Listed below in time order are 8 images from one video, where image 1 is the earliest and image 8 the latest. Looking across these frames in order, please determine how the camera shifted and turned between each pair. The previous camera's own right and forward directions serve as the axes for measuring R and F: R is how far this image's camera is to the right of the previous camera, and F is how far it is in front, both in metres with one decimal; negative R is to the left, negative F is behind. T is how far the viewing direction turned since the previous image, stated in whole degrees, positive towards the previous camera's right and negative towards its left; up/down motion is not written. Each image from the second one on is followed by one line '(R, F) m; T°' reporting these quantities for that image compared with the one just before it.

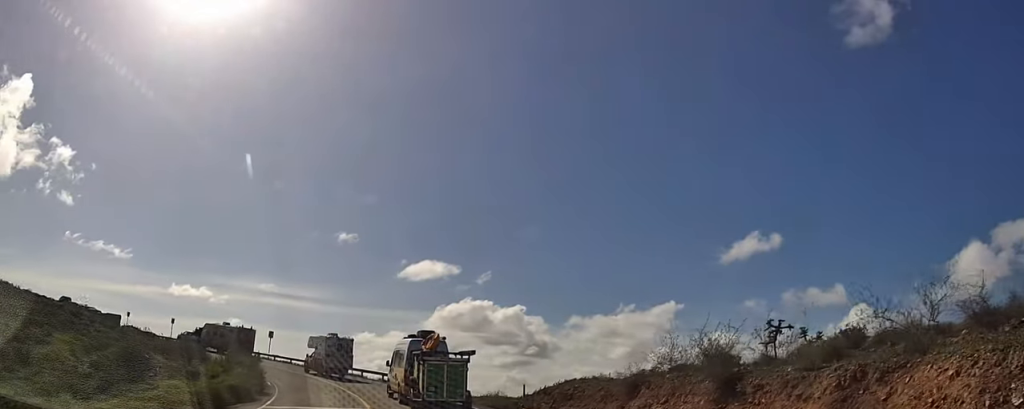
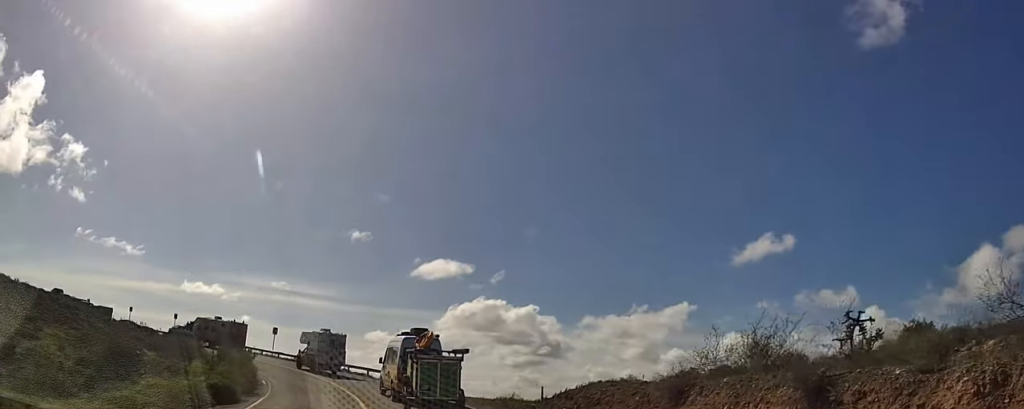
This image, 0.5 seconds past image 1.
(0.0, +3.0) m; 0°
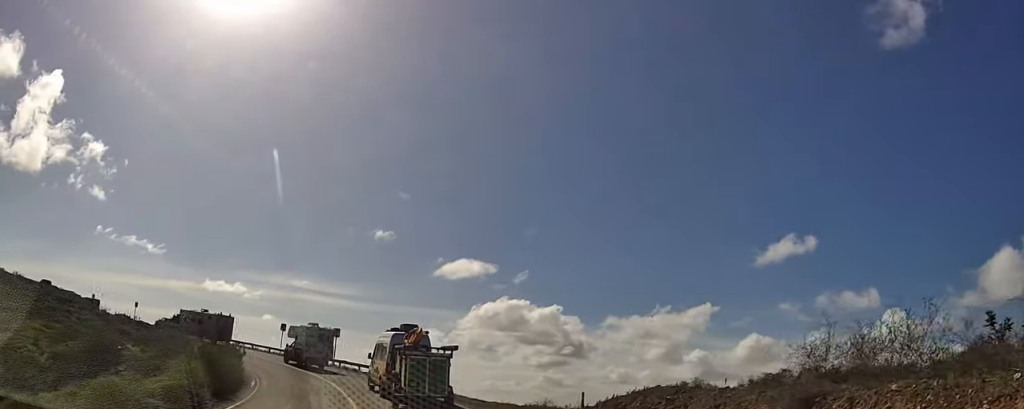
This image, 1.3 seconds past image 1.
(0.0, +4.8) m; 0°
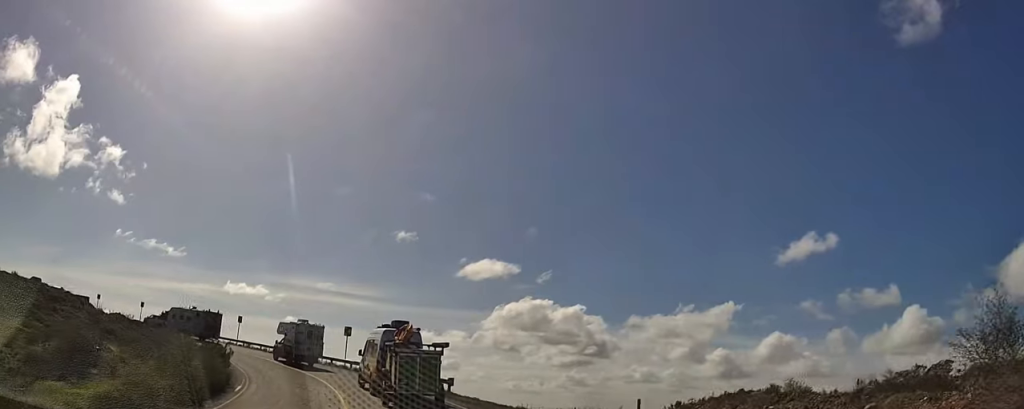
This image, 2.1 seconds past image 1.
(0.0, +4.4) m; 0°
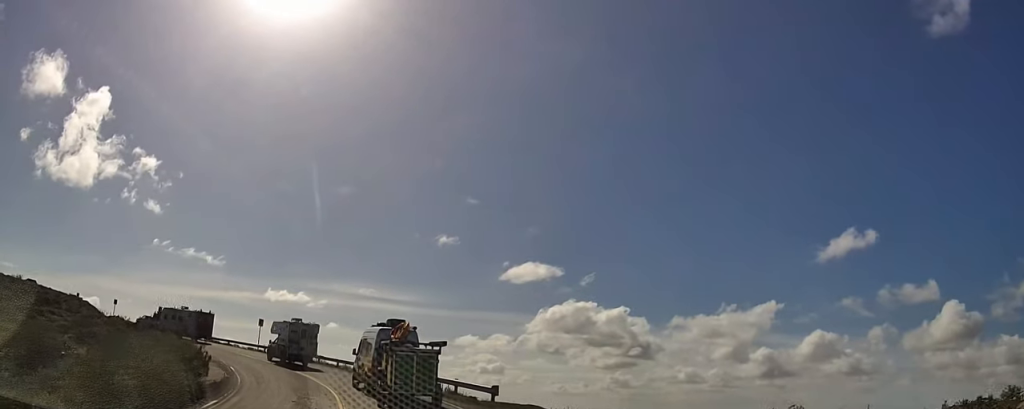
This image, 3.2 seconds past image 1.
(0.0, +6.4) m; -3°
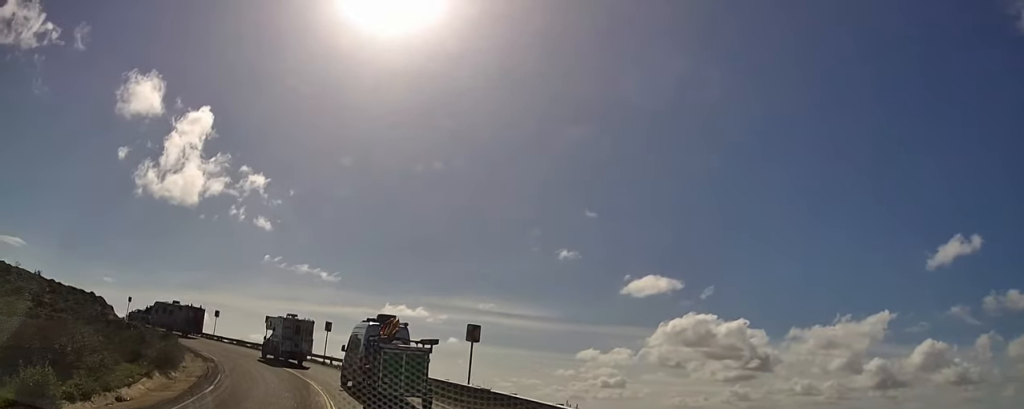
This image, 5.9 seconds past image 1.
(-2.4, +15.9) m; -14°
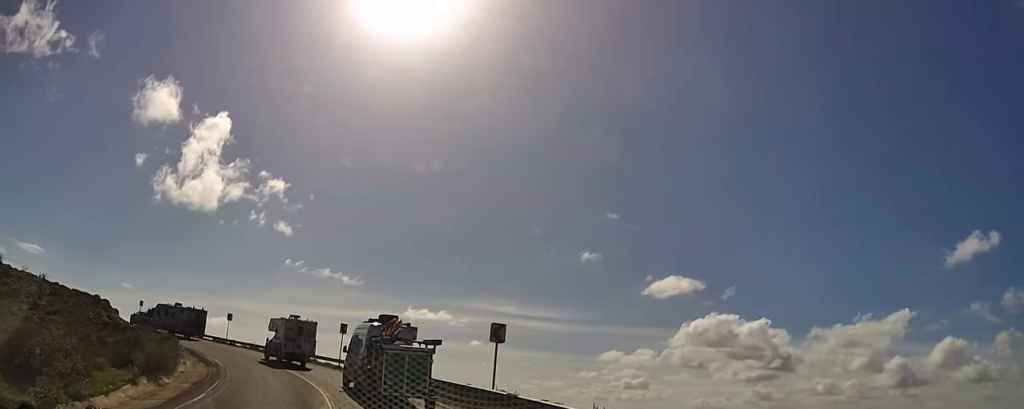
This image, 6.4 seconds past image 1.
(0.0, +2.5) m; 0°
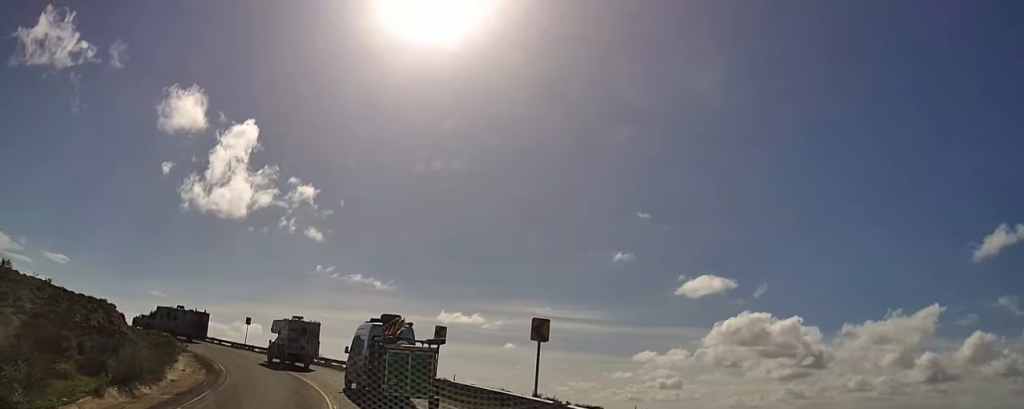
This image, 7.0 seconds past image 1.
(0.0, +3.9) m; -3°
